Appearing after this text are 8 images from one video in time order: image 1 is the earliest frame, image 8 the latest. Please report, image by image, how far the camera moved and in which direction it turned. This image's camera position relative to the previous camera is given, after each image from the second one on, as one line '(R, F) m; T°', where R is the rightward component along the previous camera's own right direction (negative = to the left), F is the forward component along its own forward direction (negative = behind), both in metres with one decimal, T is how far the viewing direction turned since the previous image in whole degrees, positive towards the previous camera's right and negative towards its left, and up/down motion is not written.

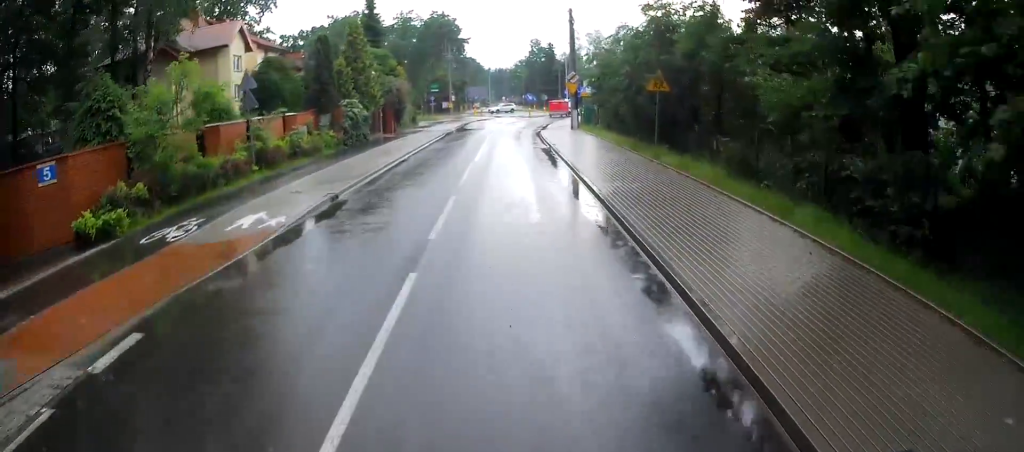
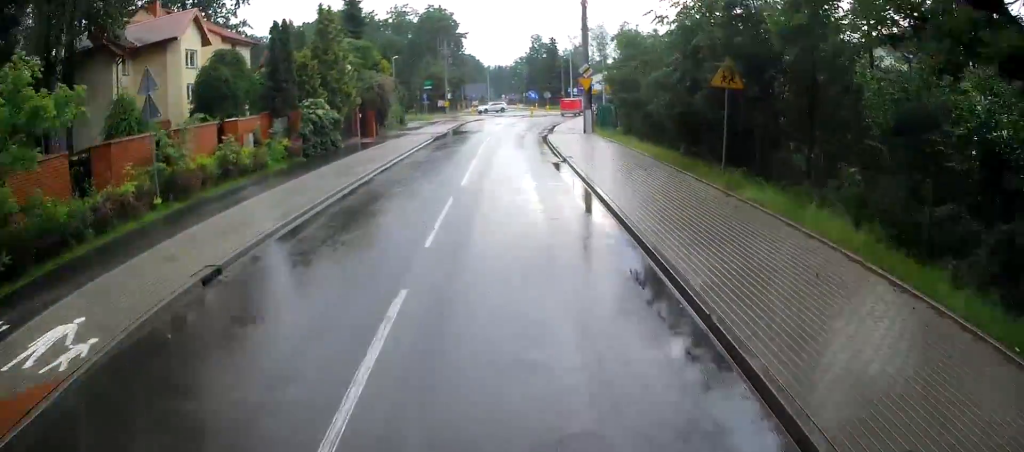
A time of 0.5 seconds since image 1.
(0.0, +7.2) m; 0°
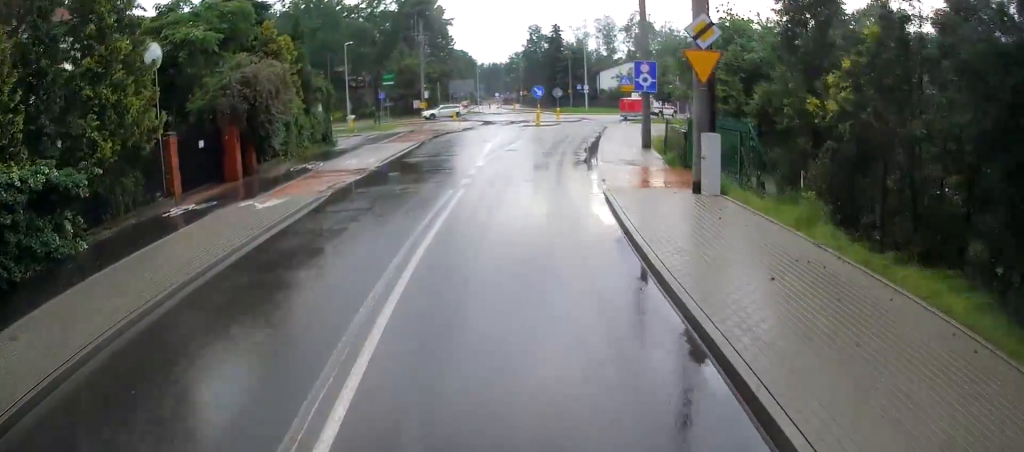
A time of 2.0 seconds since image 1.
(+0.2, +22.0) m; +2°
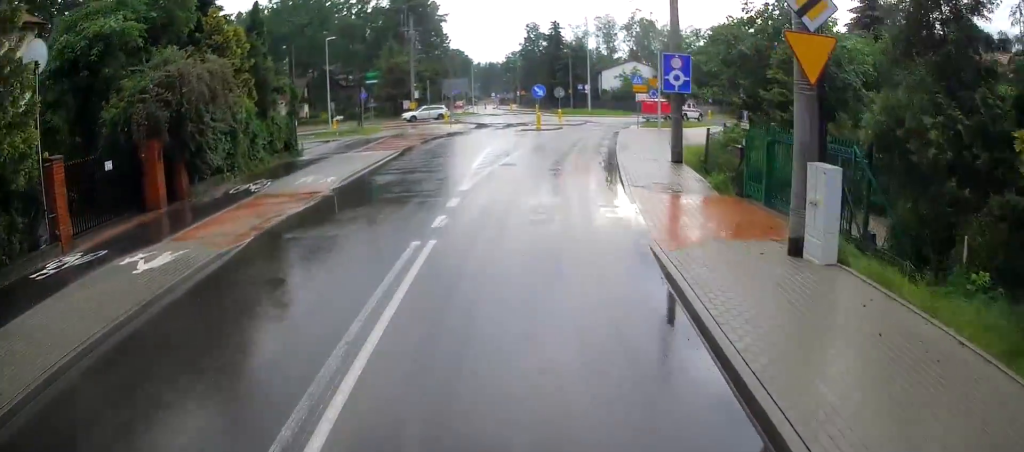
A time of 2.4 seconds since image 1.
(+0.1, +5.1) m; +1°
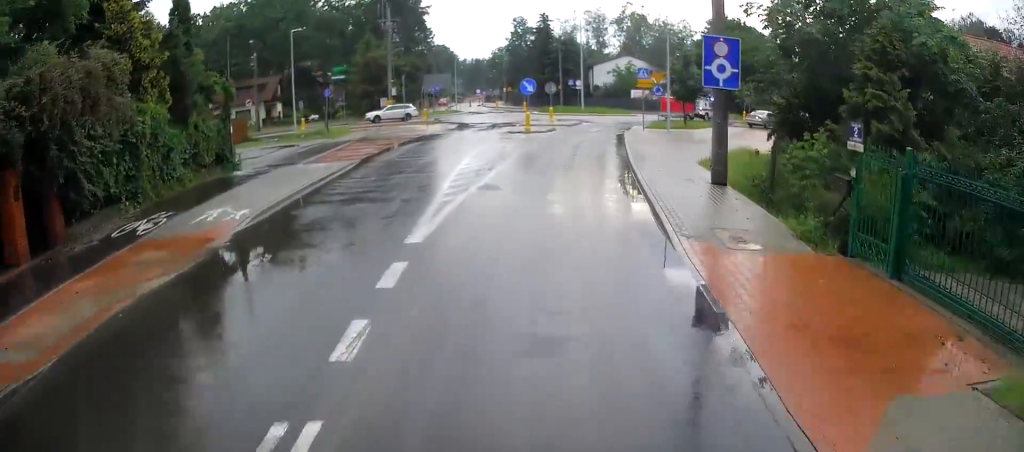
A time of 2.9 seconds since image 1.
(+0.1, +5.6) m; +1°
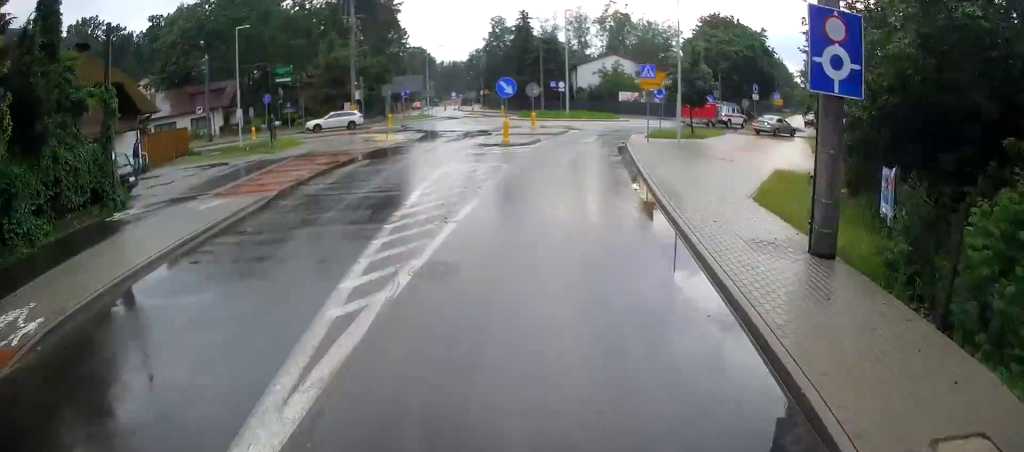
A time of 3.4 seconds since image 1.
(0.0, +6.2) m; 0°
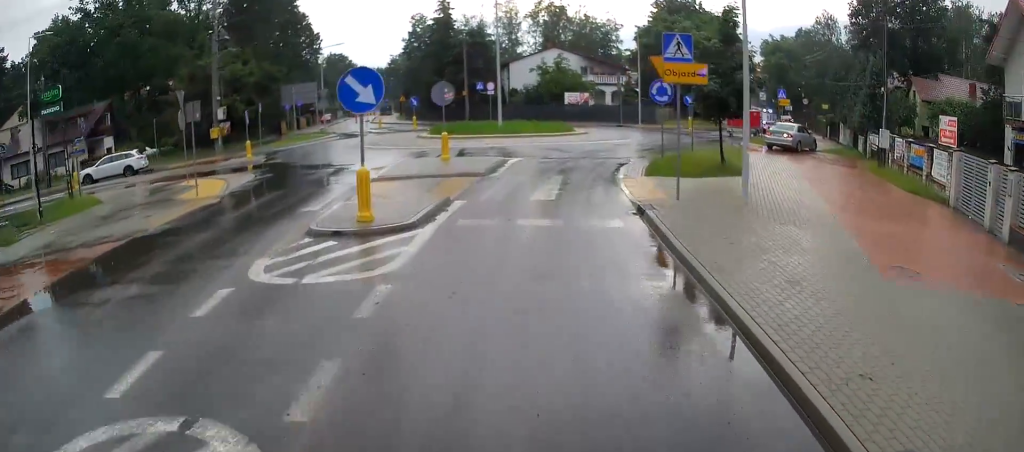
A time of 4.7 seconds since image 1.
(+0.1, +14.8) m; +5°
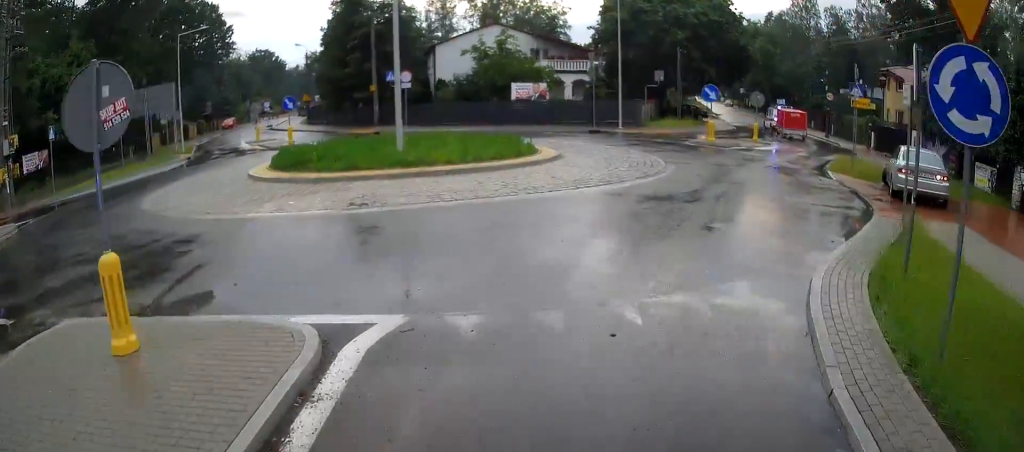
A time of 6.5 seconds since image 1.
(+2.4, +16.5) m; +16°
